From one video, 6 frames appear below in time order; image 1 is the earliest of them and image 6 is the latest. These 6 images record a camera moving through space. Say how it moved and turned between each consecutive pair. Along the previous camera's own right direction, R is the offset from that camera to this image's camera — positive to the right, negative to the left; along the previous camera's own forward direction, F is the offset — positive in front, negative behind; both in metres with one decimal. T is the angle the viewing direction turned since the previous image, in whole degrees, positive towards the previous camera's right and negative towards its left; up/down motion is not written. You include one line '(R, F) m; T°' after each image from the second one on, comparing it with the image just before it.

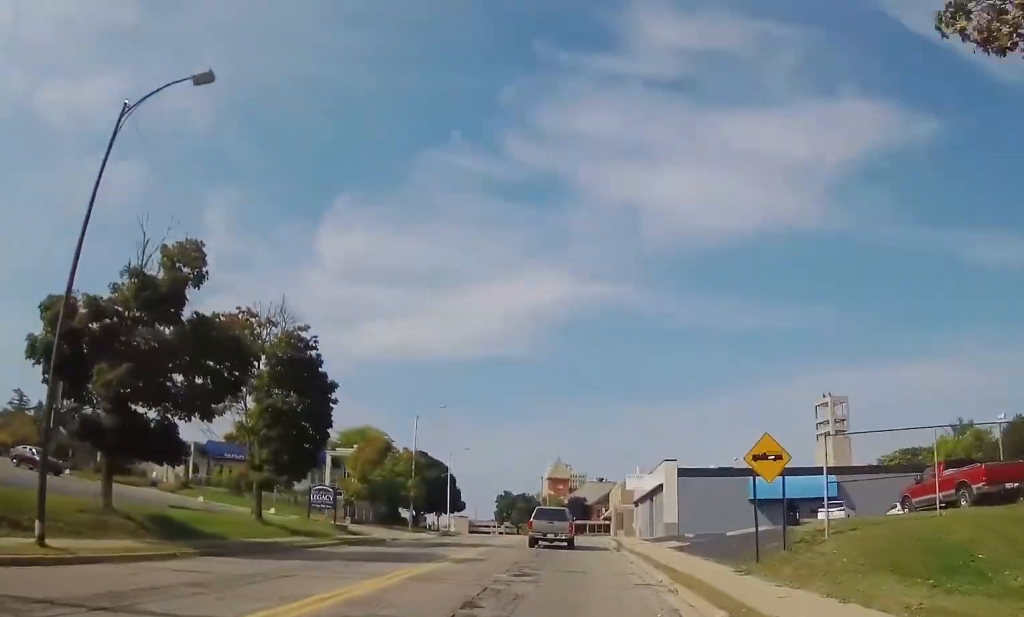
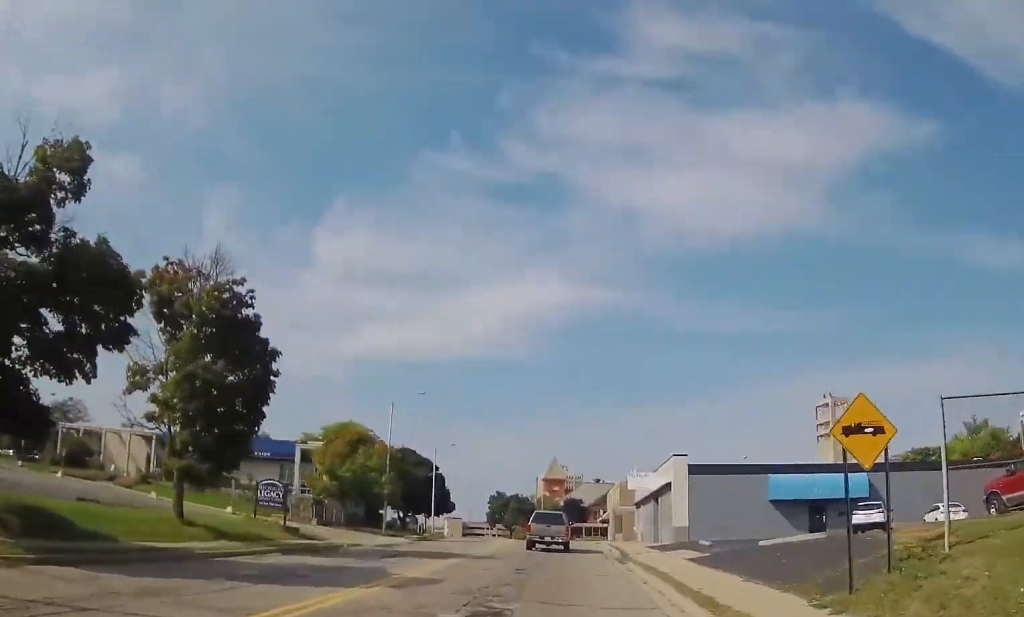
(0.0, +6.1) m; 0°
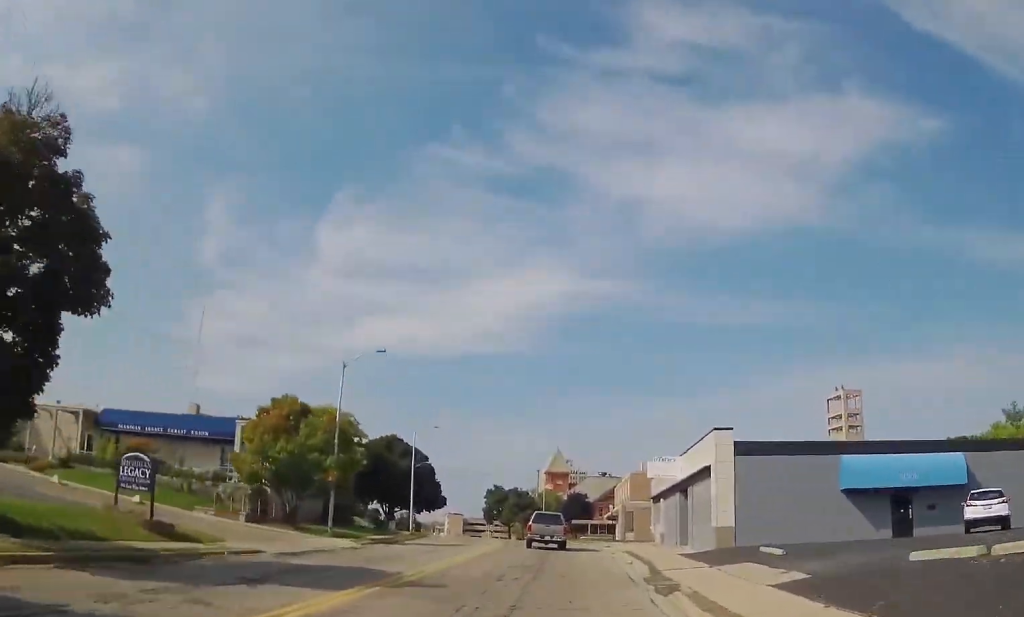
(0.0, +10.8) m; -3°
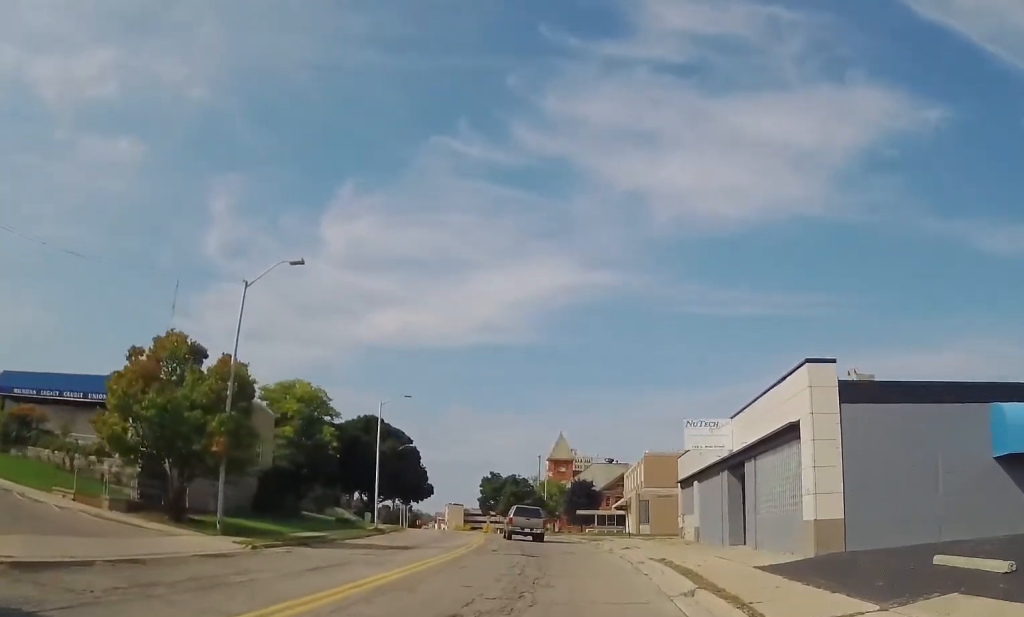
(-0.4, +11.8) m; +1°
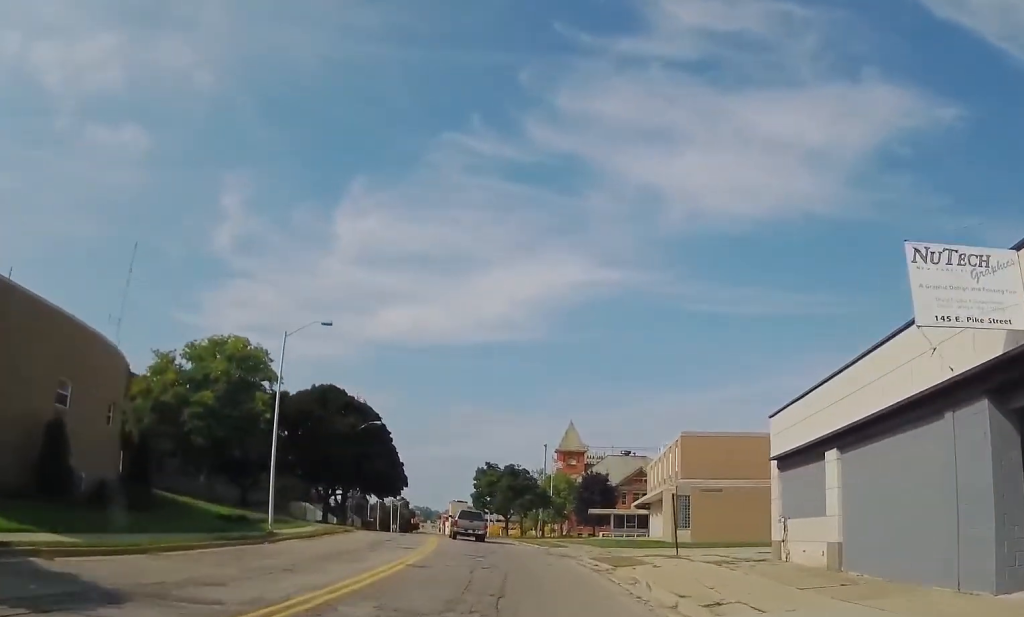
(+0.7, +18.3) m; -1°
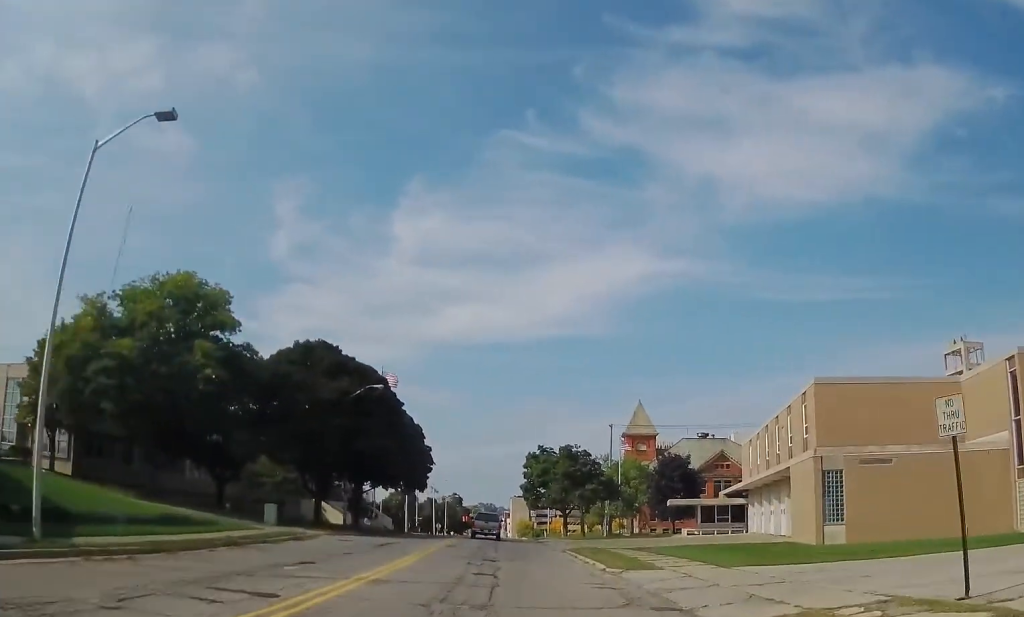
(0.0, +17.6) m; -3°
